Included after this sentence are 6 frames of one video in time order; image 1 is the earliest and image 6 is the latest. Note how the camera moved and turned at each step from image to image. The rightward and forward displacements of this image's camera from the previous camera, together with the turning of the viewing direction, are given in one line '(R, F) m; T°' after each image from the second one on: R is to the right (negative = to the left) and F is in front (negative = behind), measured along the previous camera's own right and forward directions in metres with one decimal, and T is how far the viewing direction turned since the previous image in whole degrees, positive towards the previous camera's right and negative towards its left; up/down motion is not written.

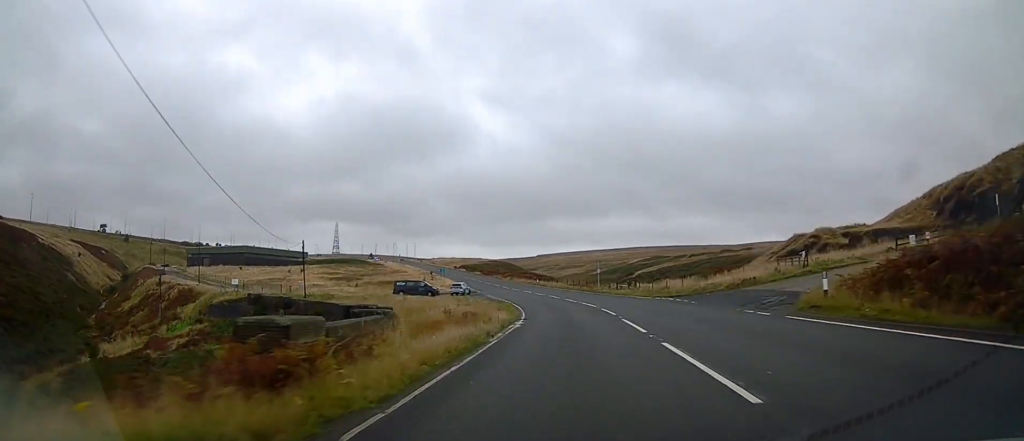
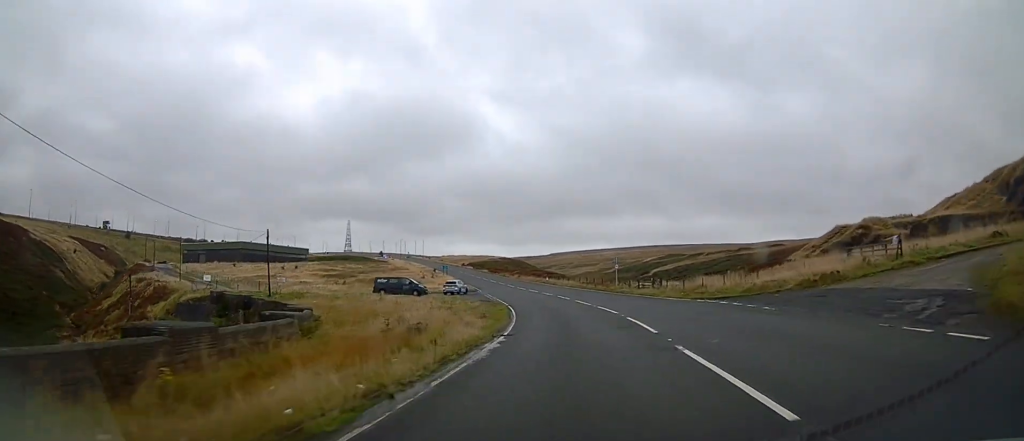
(+0.1, +10.0) m; -1°
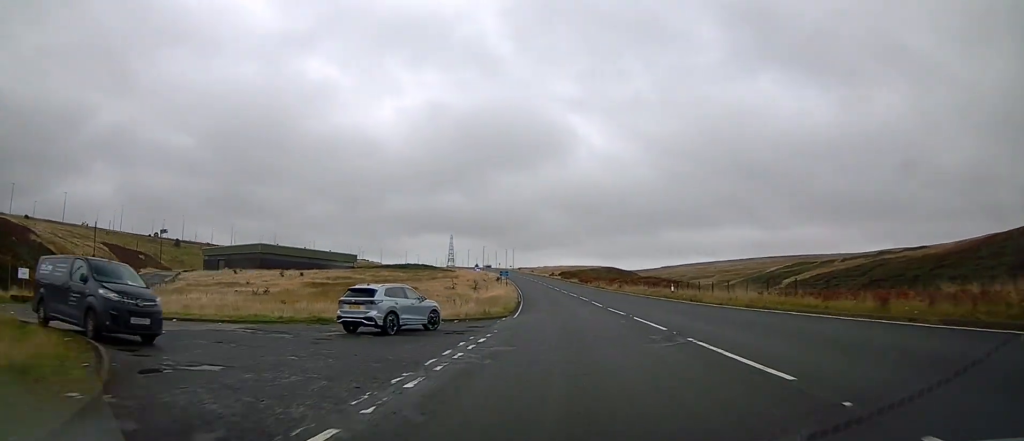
(-3.1, +43.8) m; -9°
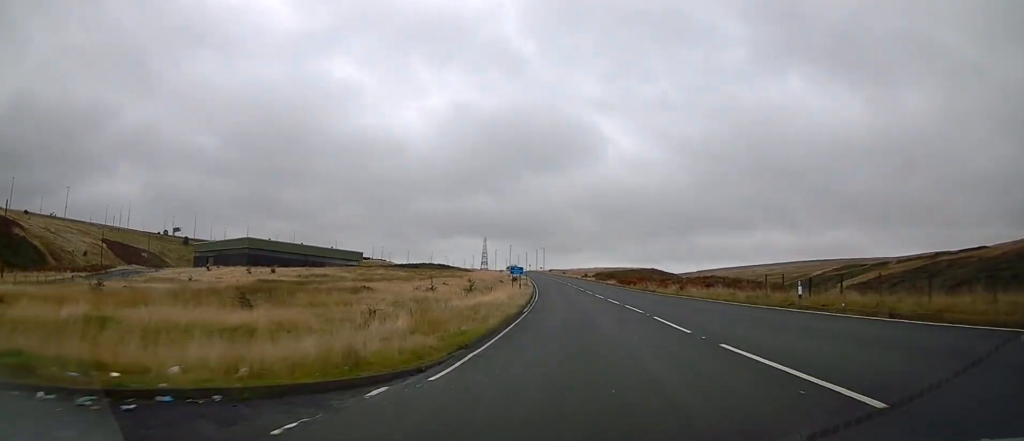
(-0.5, +19.7) m; -4°
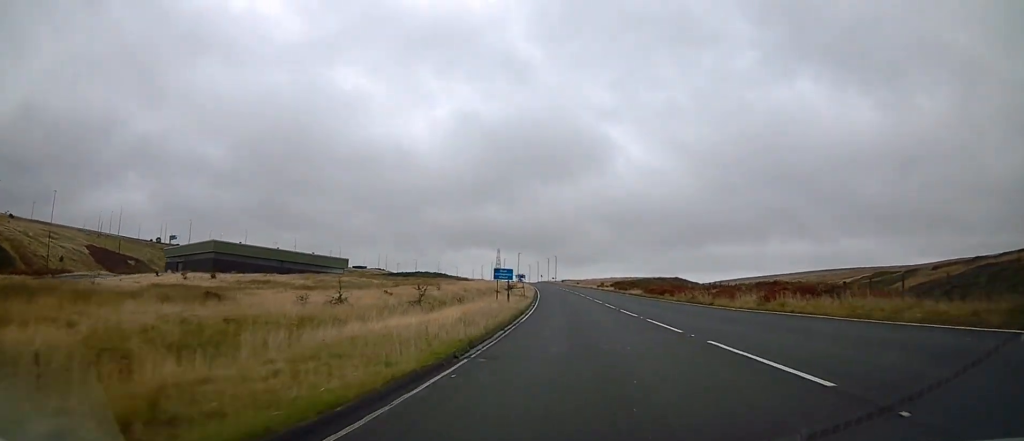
(-0.7, +17.0) m; -3°
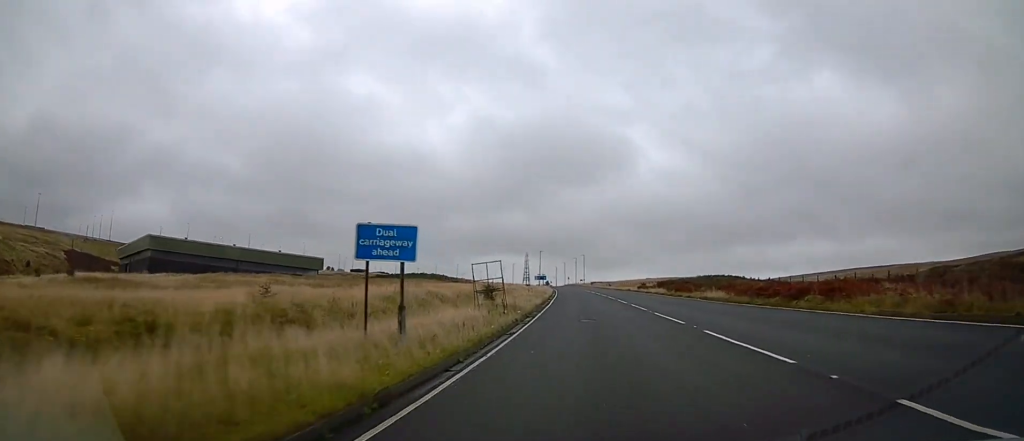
(-0.8, +25.7) m; -2°
